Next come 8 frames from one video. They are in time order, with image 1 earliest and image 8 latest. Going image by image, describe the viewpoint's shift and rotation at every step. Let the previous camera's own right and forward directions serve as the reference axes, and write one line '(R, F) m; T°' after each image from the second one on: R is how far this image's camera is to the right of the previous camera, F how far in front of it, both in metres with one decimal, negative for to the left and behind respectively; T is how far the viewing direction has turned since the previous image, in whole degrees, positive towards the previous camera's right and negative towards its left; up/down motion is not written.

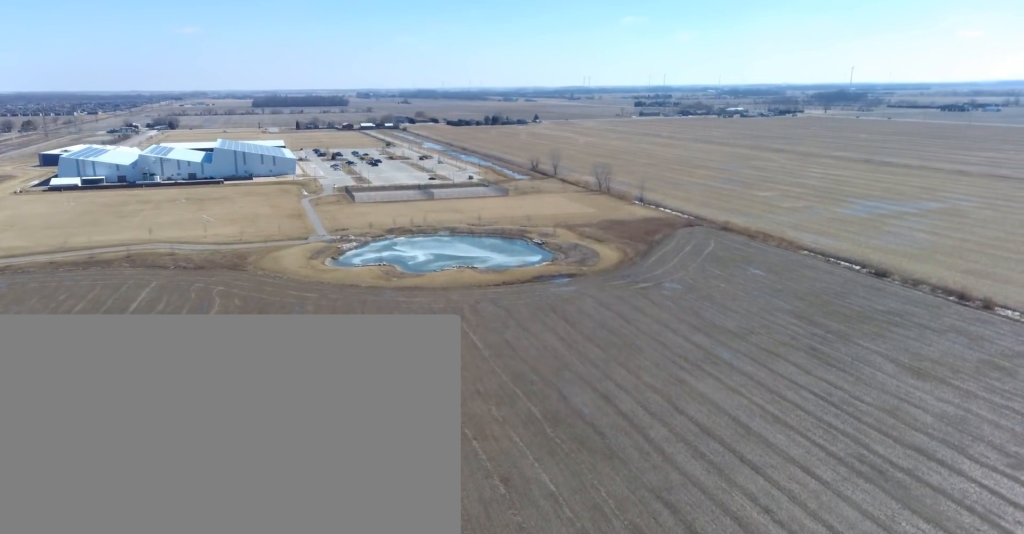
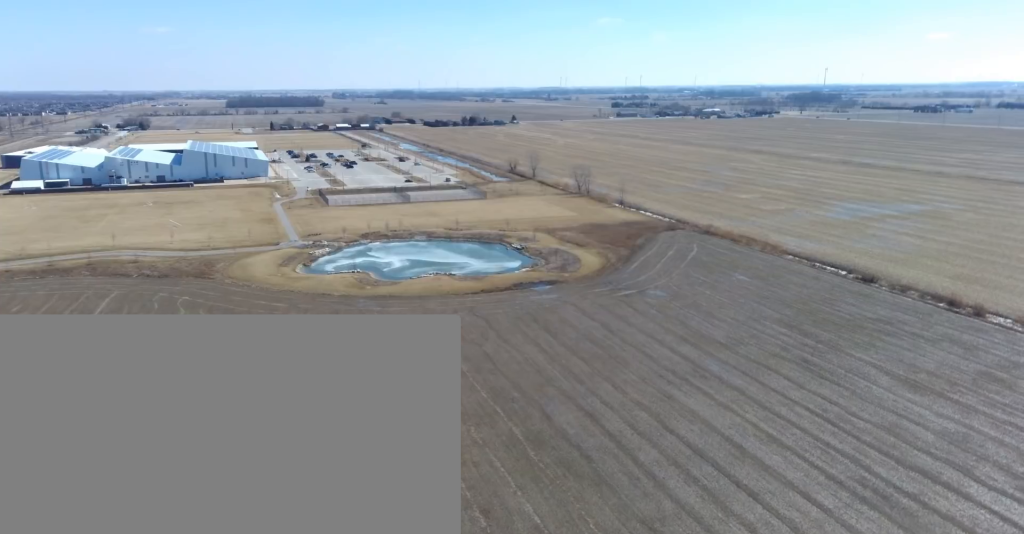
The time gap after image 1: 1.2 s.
(0.0, +7.6) m; 0°
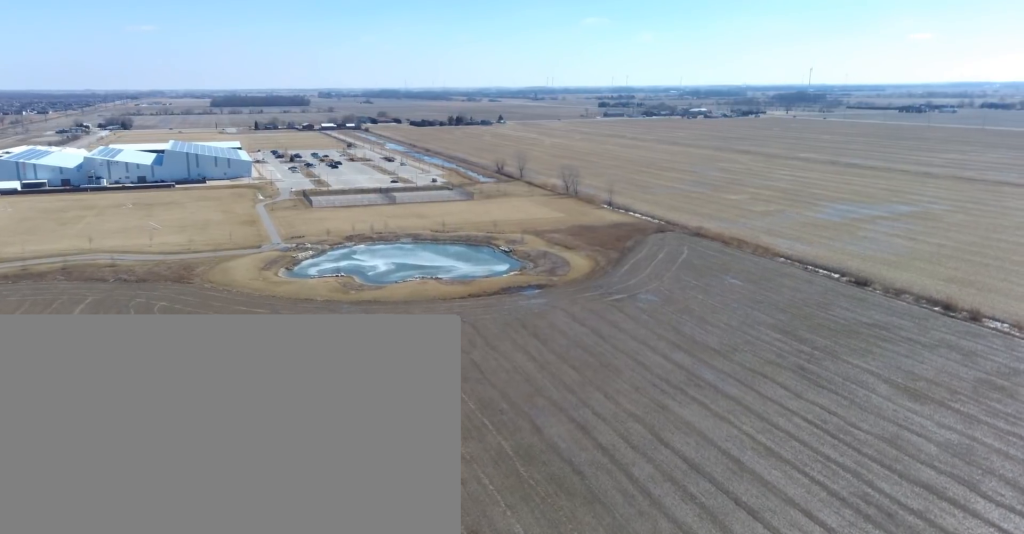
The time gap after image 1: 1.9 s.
(0.0, +4.8) m; 0°
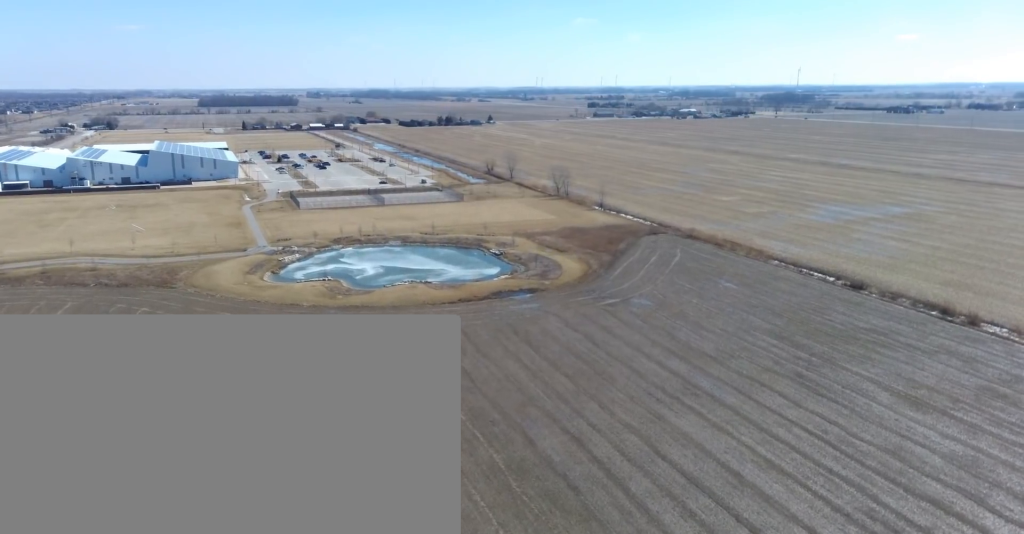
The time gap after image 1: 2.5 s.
(0.0, +4.0) m; -1°
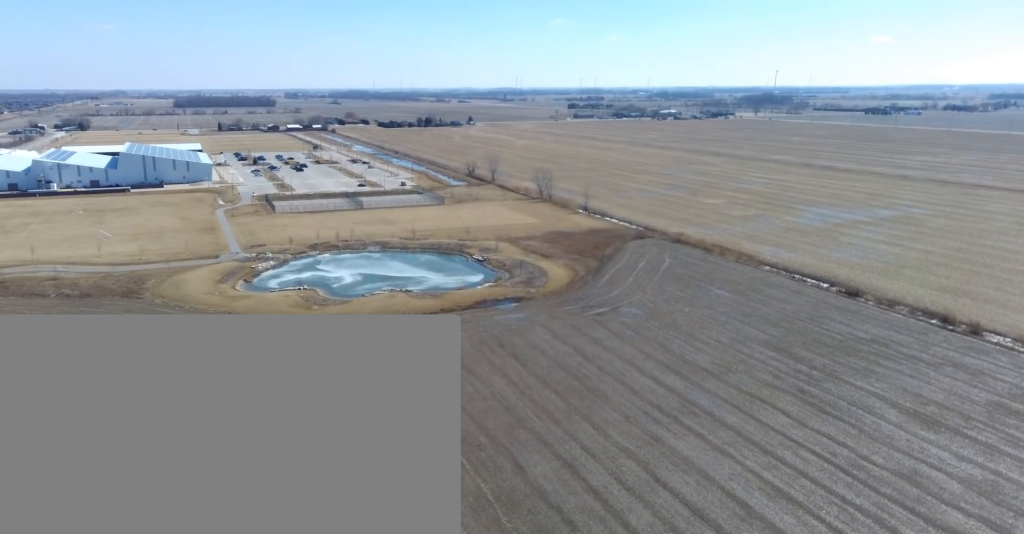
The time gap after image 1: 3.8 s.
(-0.1, +9.2) m; -1°
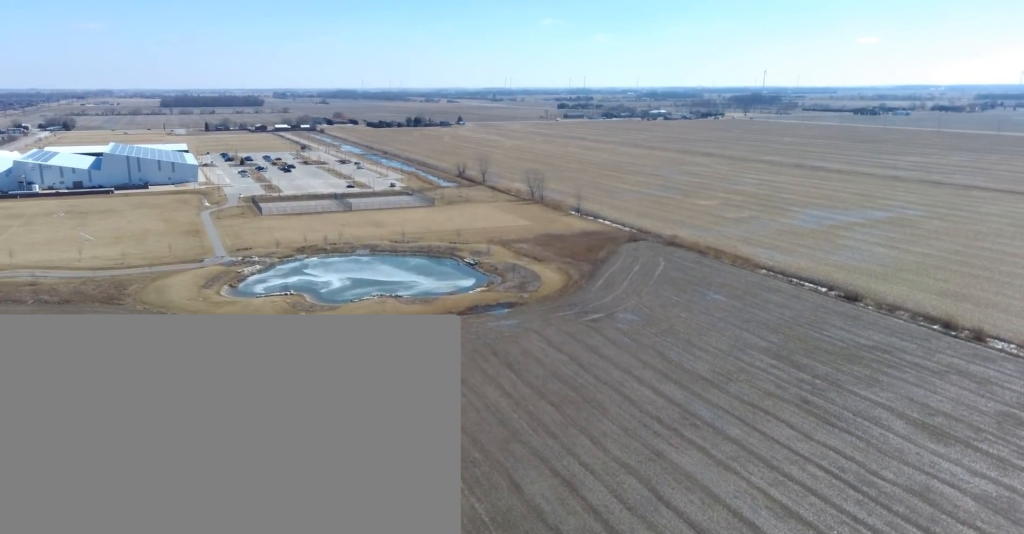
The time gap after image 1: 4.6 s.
(0.0, +5.3) m; 0°
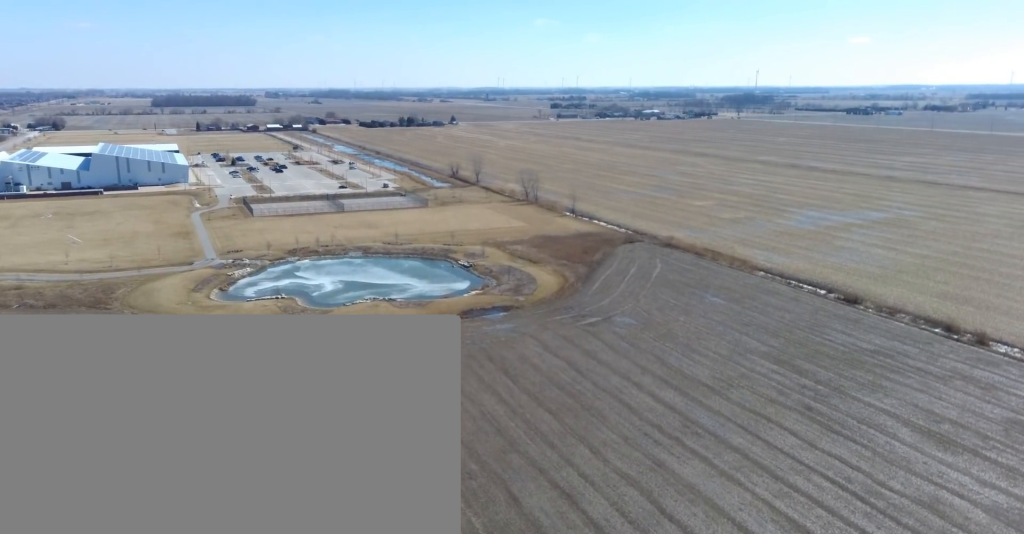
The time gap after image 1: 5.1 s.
(0.0, +3.4) m; +1°
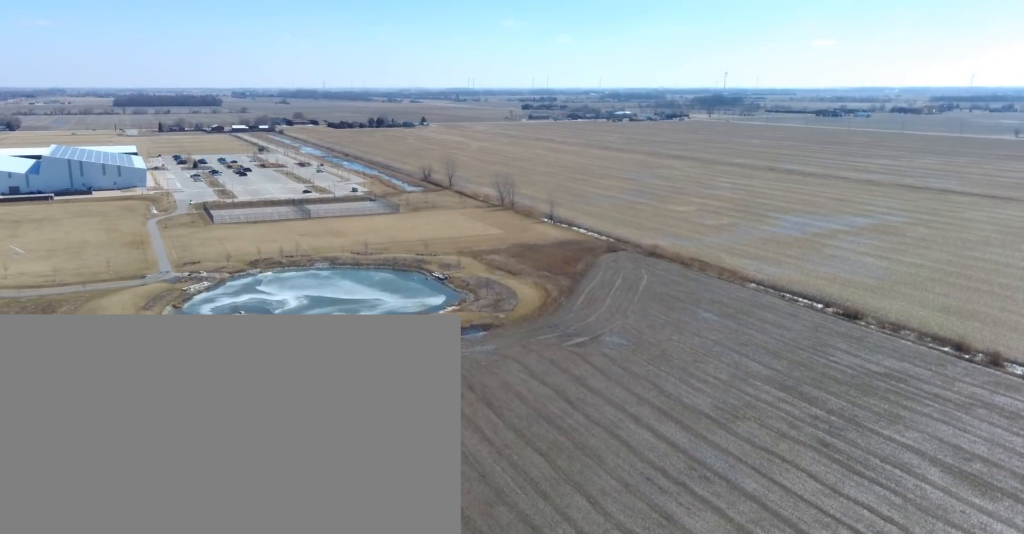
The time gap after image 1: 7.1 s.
(+0.4, +14.0) m; +1°
